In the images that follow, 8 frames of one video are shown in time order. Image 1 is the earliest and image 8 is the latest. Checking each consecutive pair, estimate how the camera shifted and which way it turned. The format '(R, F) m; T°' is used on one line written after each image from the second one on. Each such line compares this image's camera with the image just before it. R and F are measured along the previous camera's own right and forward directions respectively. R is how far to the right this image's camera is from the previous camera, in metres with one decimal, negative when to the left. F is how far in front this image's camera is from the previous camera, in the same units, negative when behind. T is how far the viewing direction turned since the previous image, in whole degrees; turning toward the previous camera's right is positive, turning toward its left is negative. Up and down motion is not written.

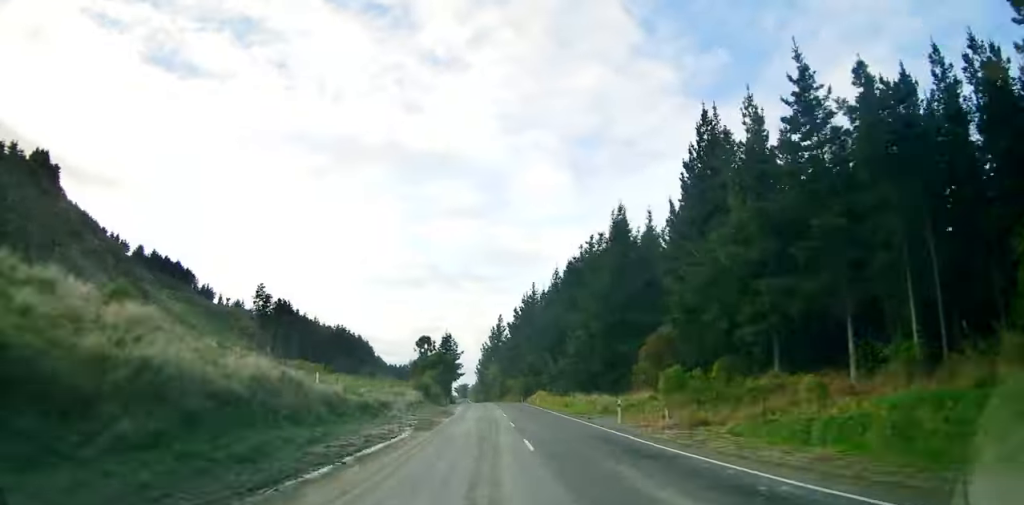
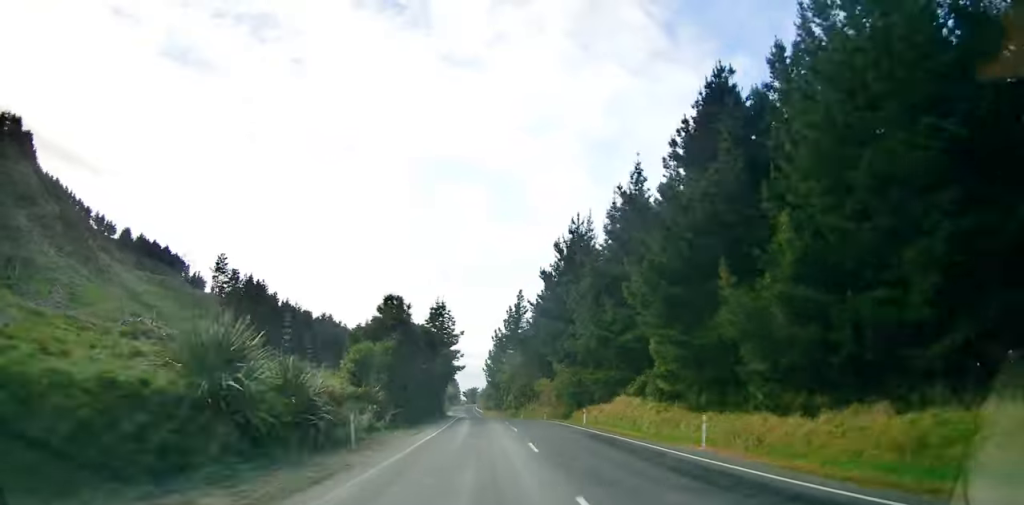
(+0.5, +51.0) m; 0°
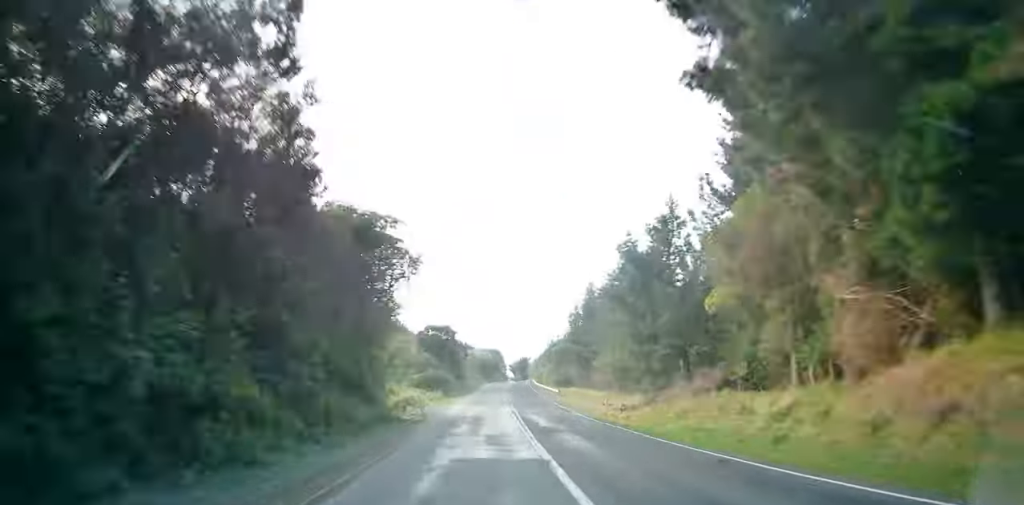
(-1.0, +119.9) m; +4°
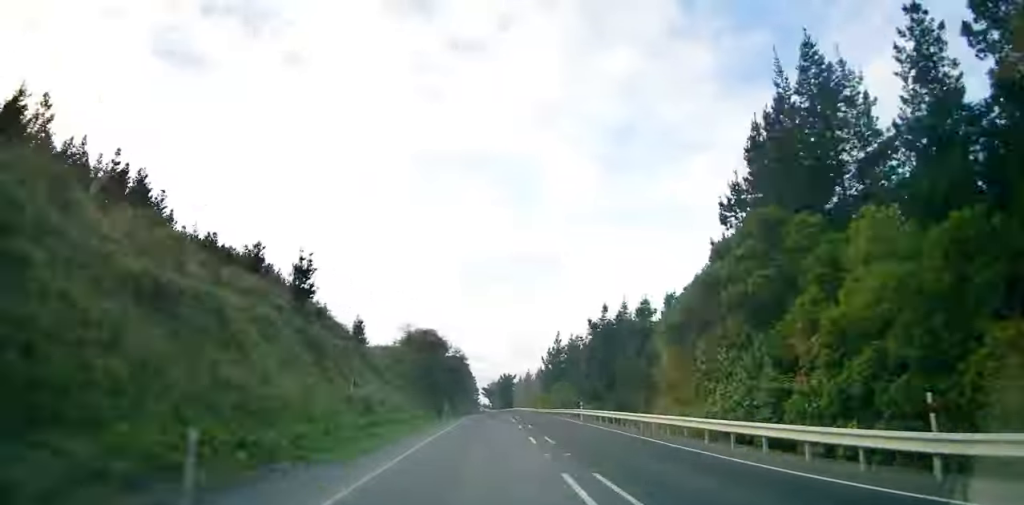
(+0.1, +95.8) m; +21°
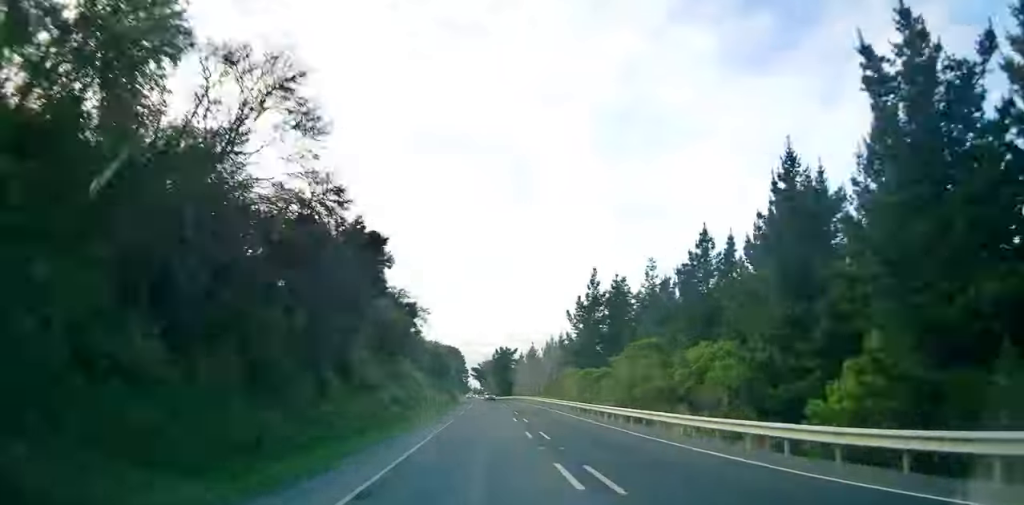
(+21.4, +46.2) m; -14°
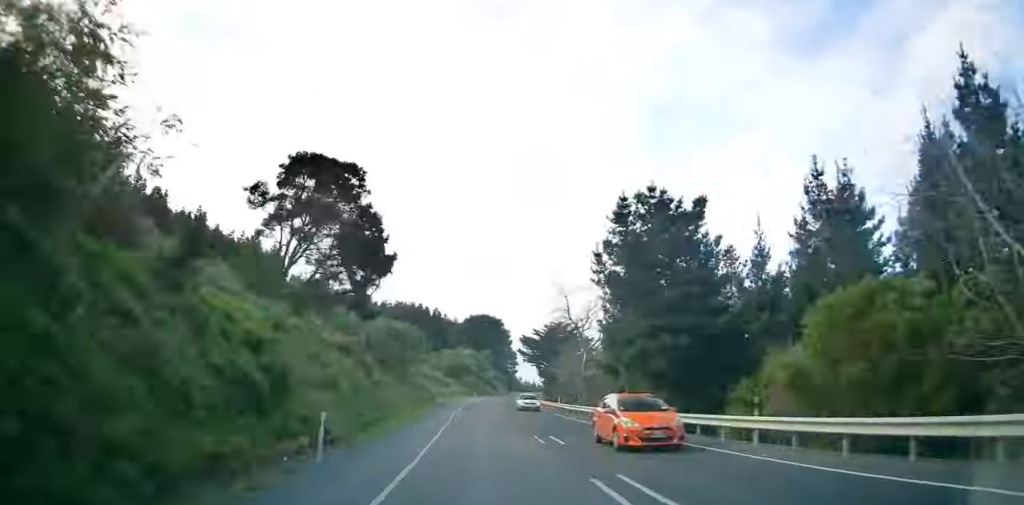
(-35.9, +93.2) m; -26°
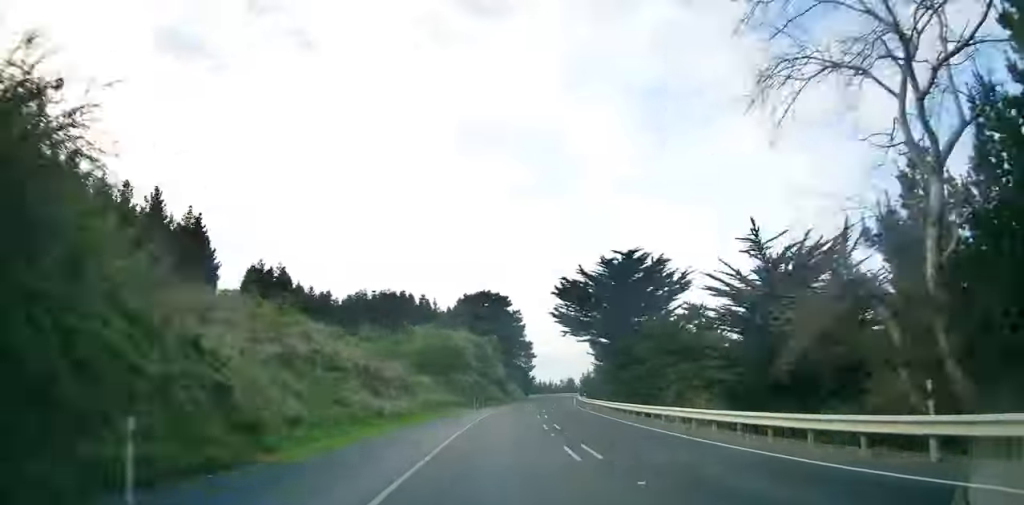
(-8.2, +63.8) m; -2°
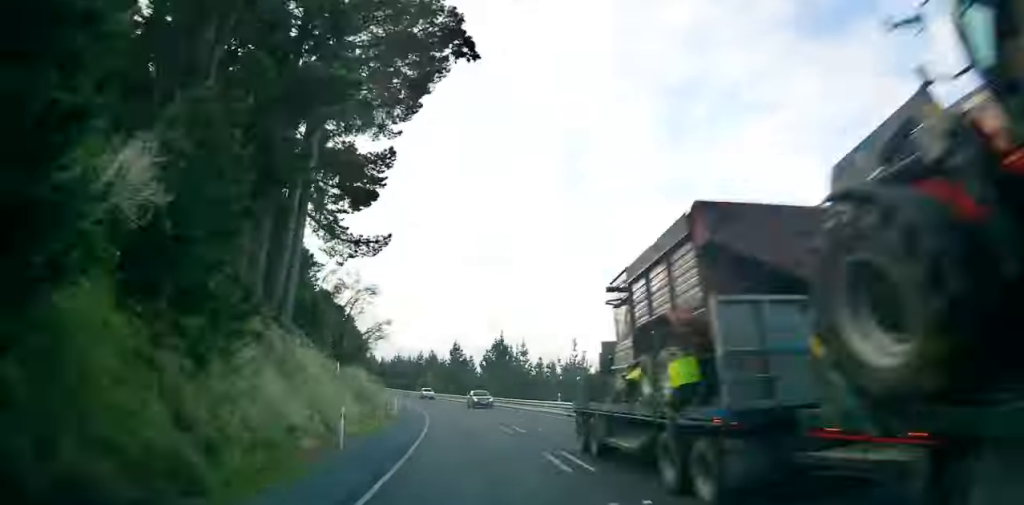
(+37.5, +176.4) m; +8°
